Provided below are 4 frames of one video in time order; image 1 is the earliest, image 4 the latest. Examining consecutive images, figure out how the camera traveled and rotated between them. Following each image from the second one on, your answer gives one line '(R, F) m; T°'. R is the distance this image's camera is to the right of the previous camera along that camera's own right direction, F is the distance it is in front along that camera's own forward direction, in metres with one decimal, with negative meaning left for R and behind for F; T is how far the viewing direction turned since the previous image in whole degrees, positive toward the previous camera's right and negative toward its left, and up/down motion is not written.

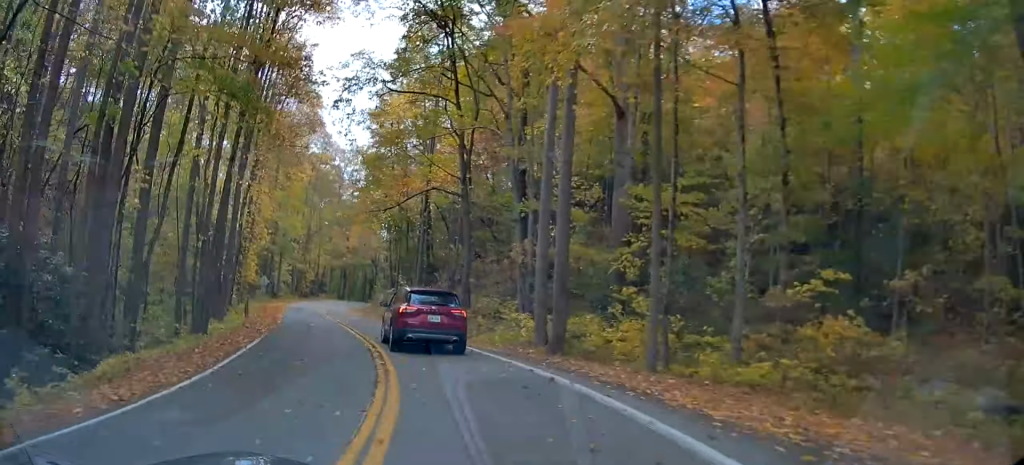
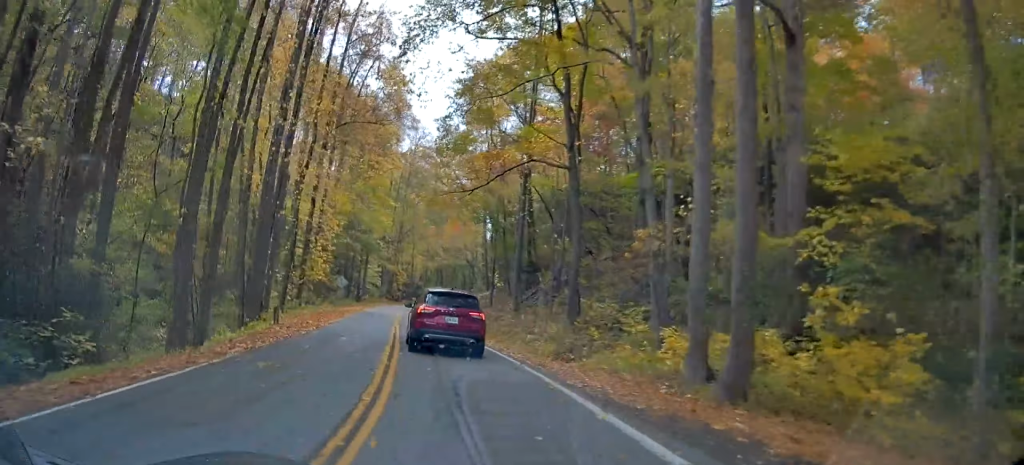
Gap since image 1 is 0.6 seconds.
(-1.3, +9.5) m; -6°
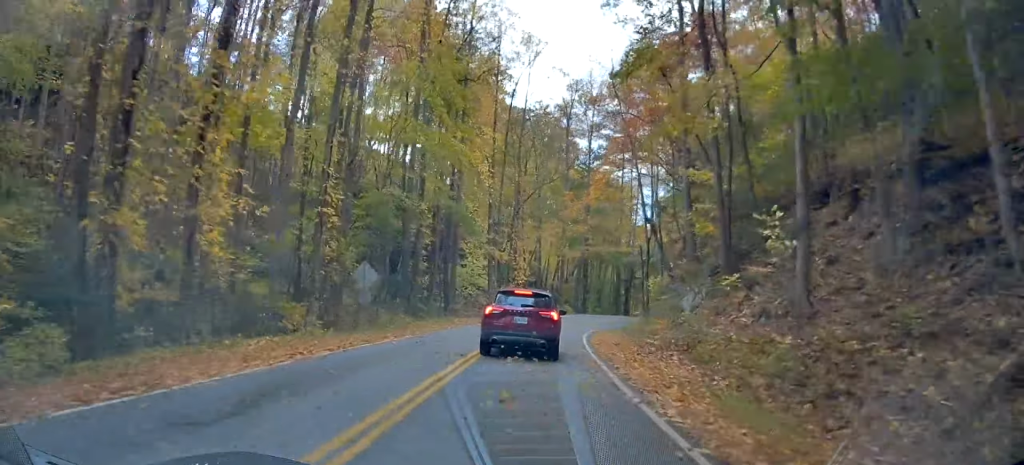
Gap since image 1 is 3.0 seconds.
(-3.3, +36.6) m; -5°
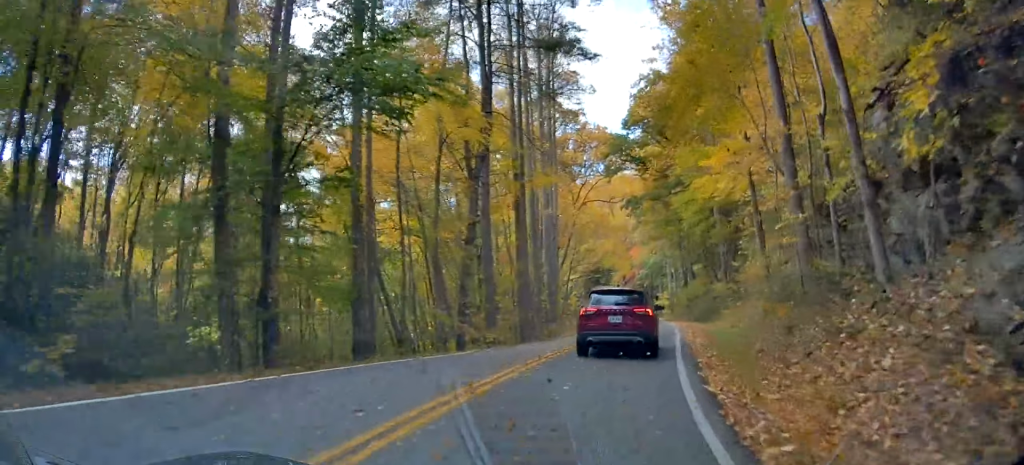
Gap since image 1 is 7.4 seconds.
(+10.2, +63.8) m; +25°
